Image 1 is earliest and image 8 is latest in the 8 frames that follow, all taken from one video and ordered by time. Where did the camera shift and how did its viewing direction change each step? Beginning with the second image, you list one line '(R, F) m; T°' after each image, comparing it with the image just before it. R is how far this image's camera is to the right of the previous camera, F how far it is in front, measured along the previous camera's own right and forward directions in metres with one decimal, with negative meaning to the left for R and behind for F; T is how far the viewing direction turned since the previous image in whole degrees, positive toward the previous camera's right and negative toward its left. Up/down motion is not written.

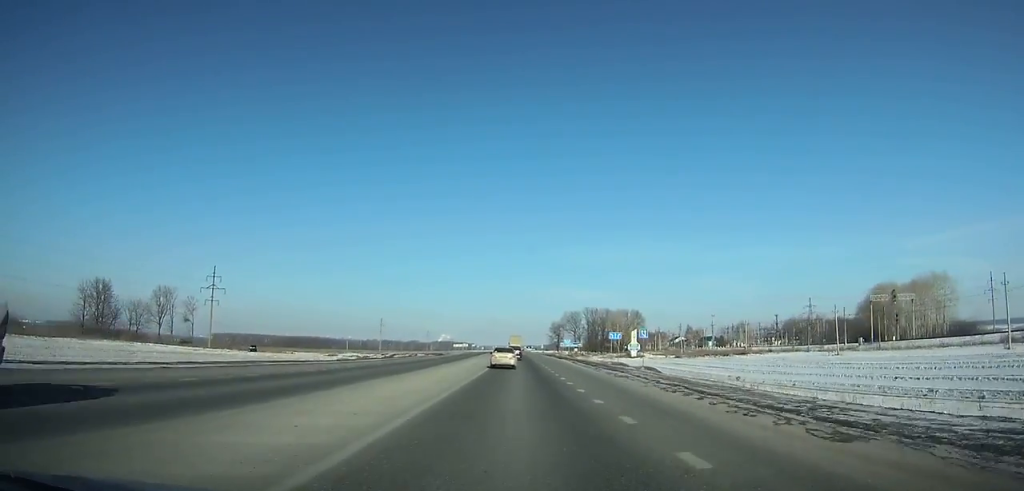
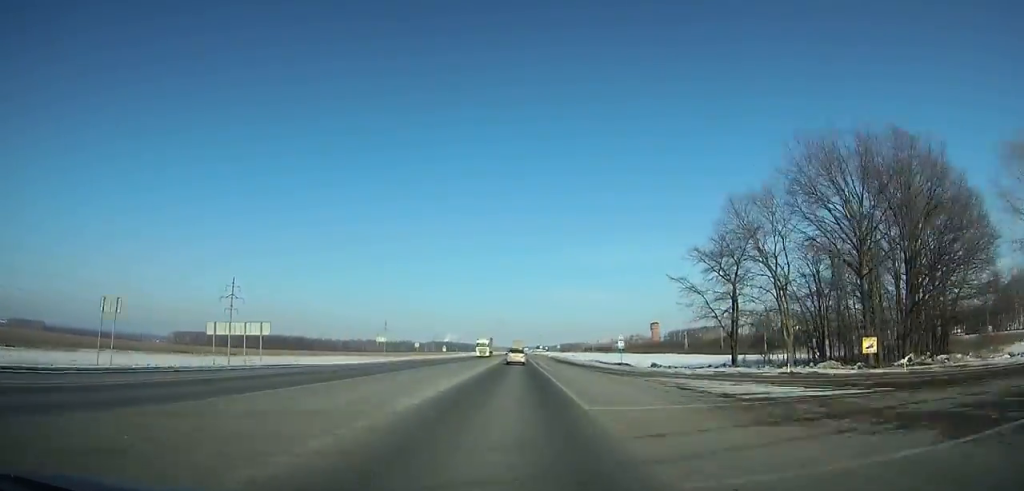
(-1.4, +190.5) m; -1°
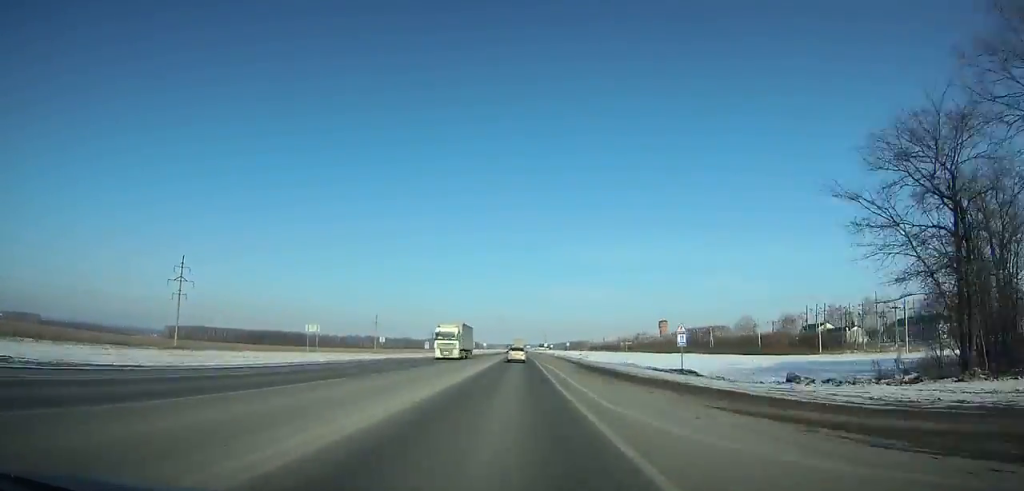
(+0.1, +27.1) m; 0°
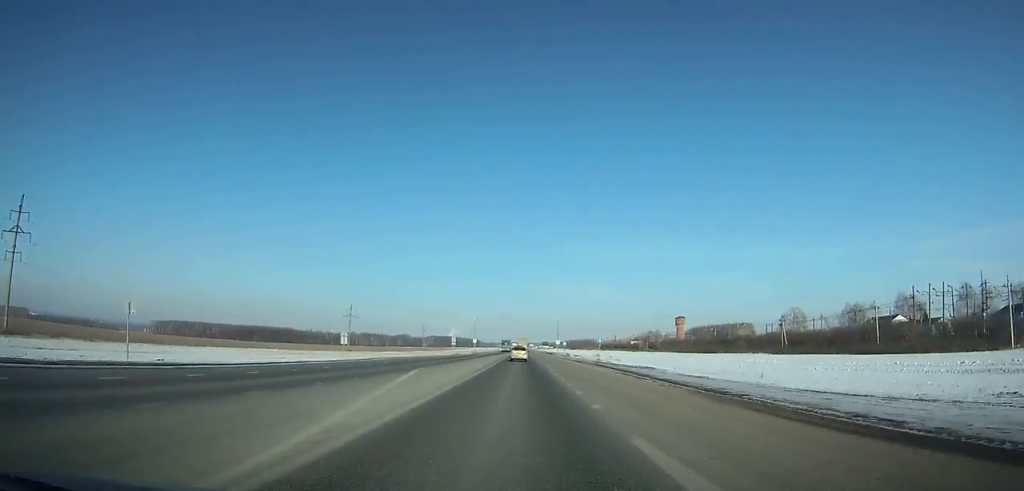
(-0.3, +52.2) m; 0°
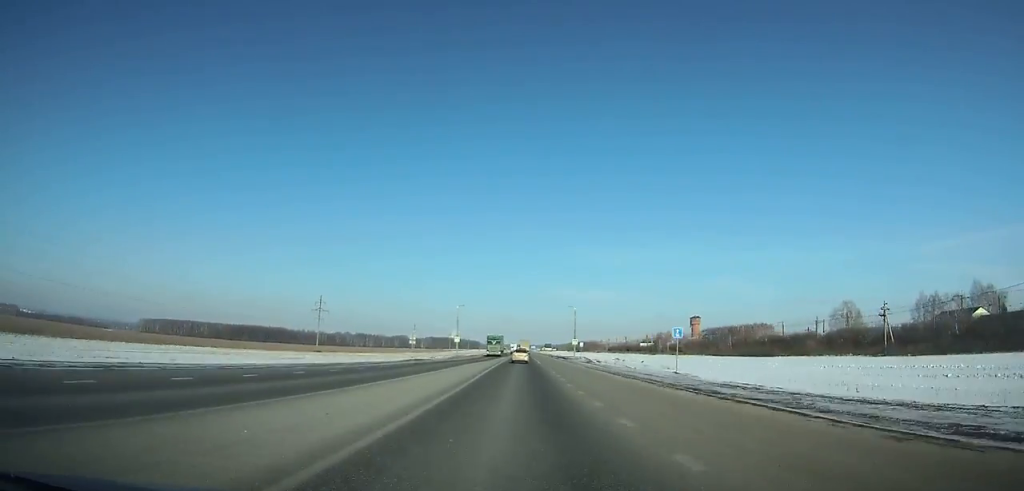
(+0.1, +41.9) m; 0°
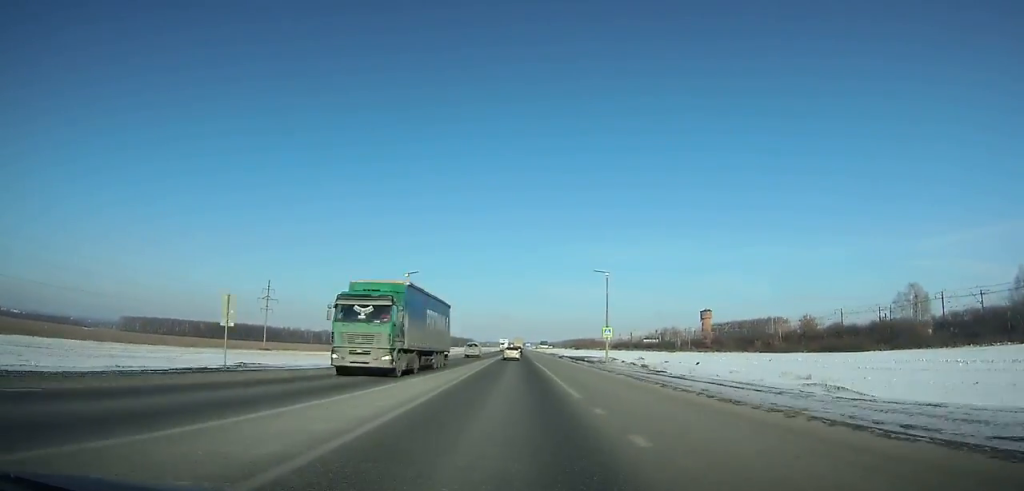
(+0.2, +42.1) m; 0°
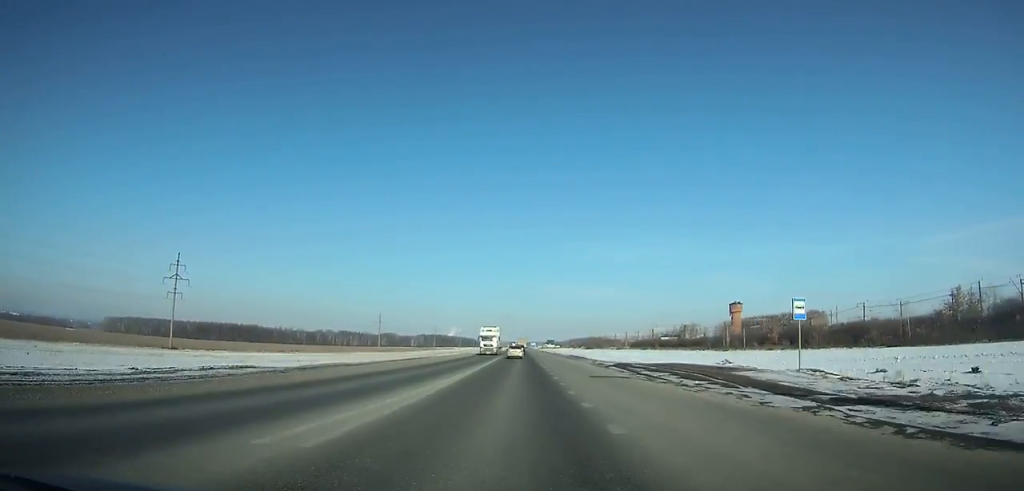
(-0.1, +53.3) m; 0°
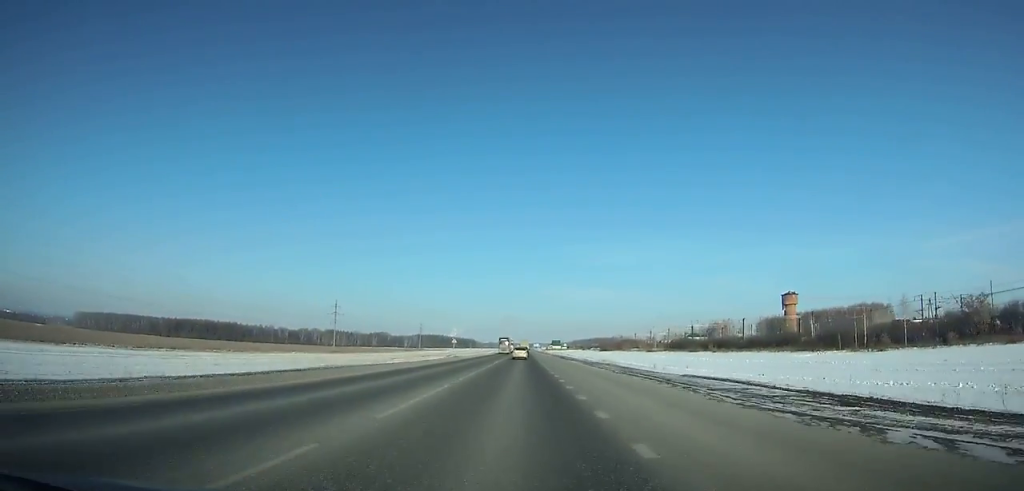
(-0.1, +78.3) m; 0°
